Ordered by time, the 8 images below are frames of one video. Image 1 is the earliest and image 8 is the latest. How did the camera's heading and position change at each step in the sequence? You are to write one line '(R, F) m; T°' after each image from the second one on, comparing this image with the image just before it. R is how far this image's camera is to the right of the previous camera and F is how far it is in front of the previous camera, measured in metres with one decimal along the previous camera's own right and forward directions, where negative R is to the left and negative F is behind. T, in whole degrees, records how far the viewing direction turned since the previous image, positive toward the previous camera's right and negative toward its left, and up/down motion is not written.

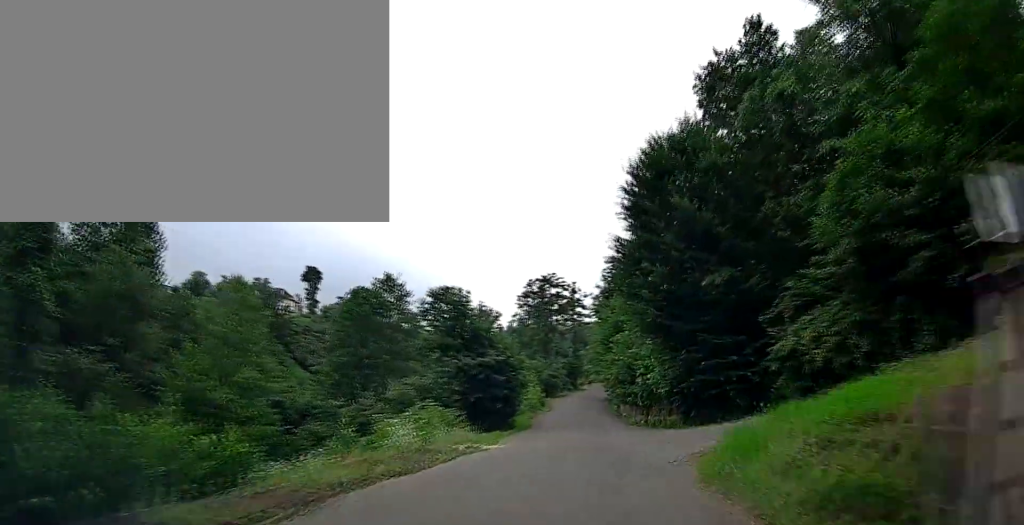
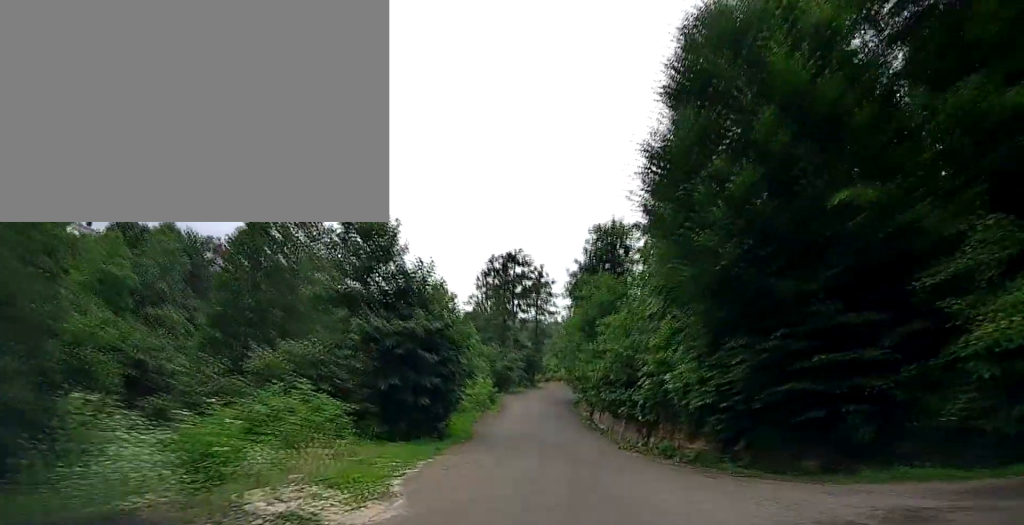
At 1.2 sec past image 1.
(+0.7, +11.4) m; +7°
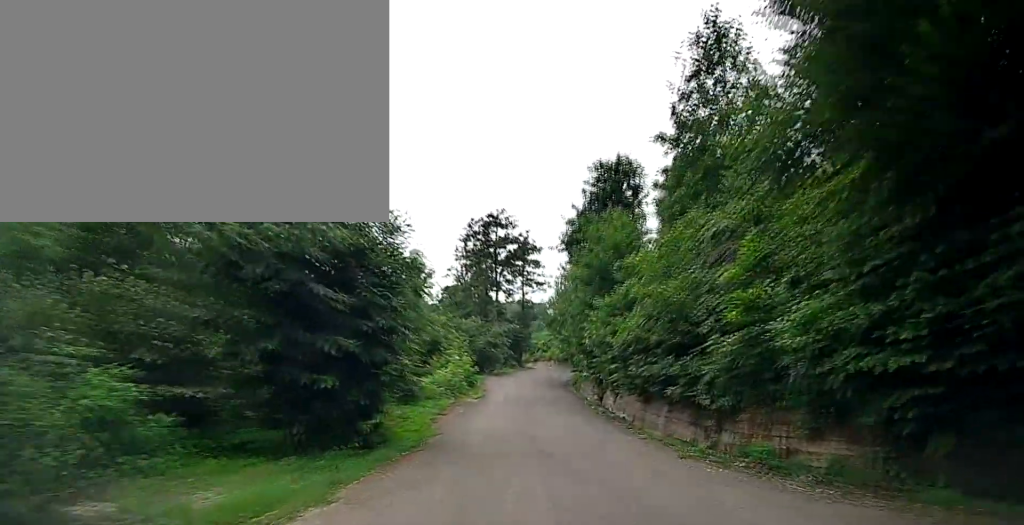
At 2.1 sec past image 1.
(+0.5, +9.0) m; +4°
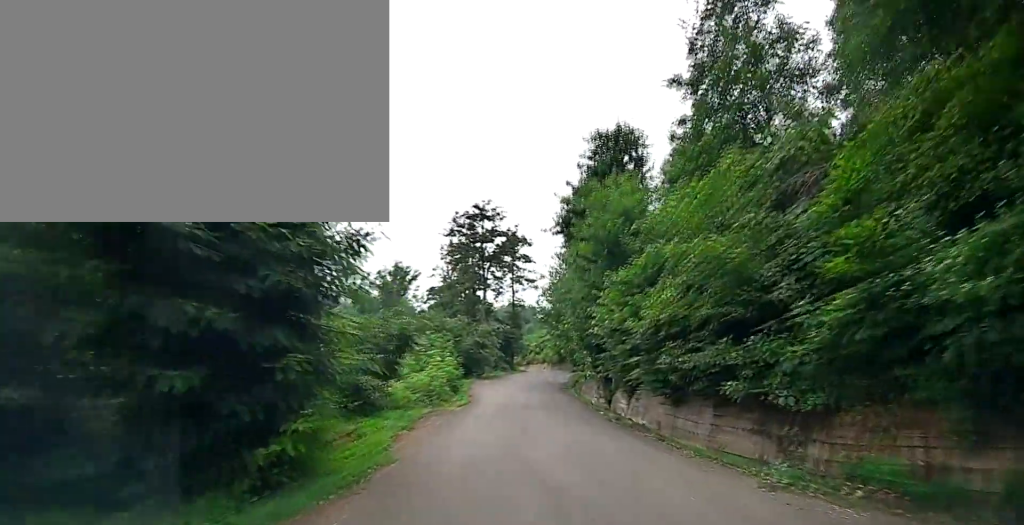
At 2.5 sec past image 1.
(0.0, +4.5) m; +1°
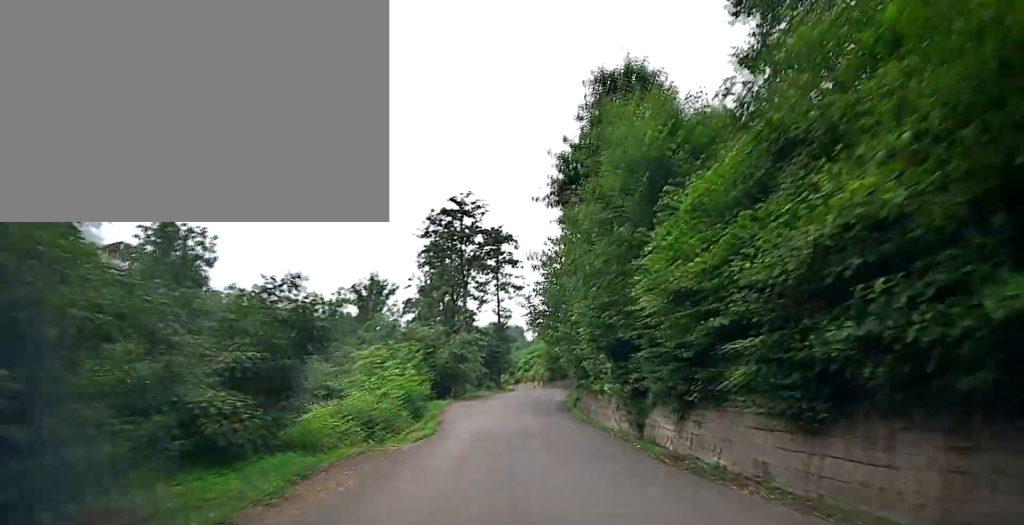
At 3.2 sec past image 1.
(+0.1, +7.5) m; +1°
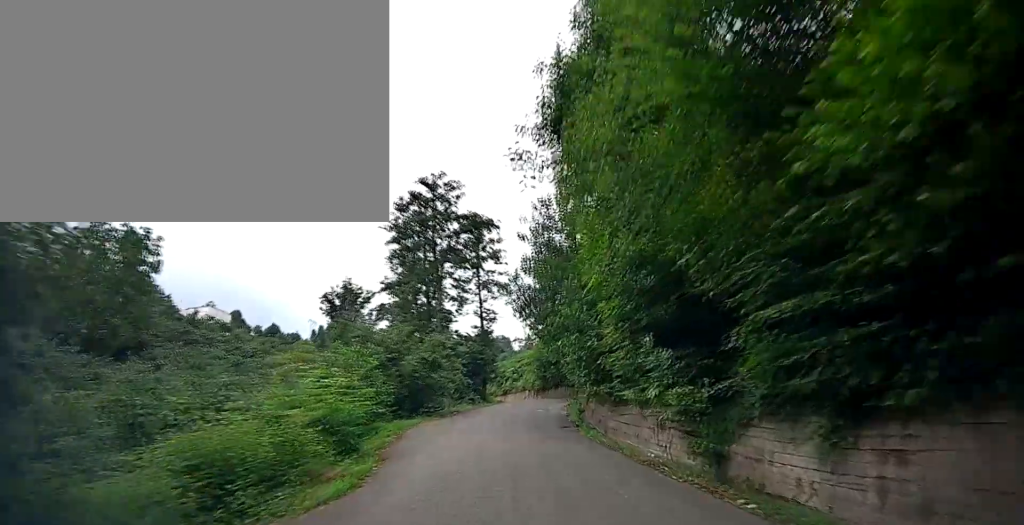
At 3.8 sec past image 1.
(+0.1, +7.0) m; 0°
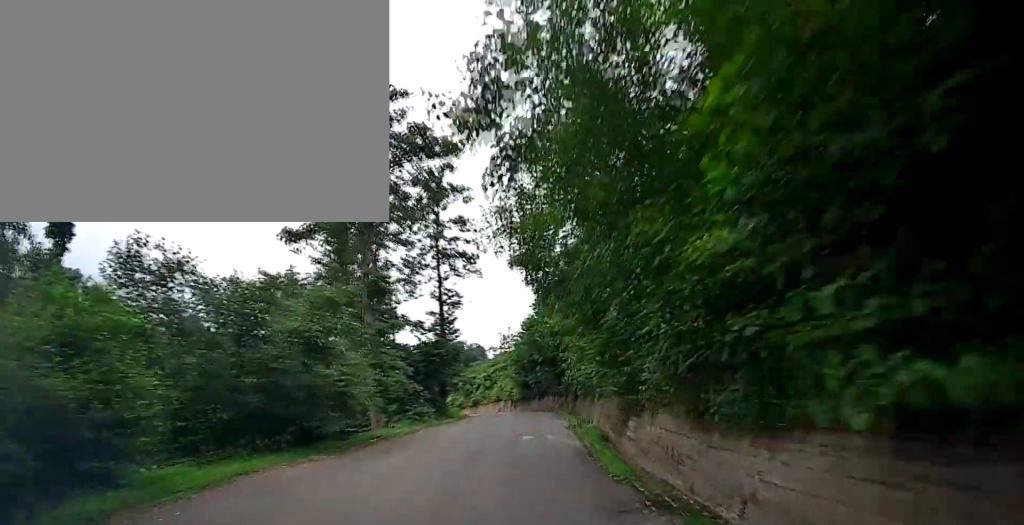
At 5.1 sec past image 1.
(0.0, +13.7) m; +1°
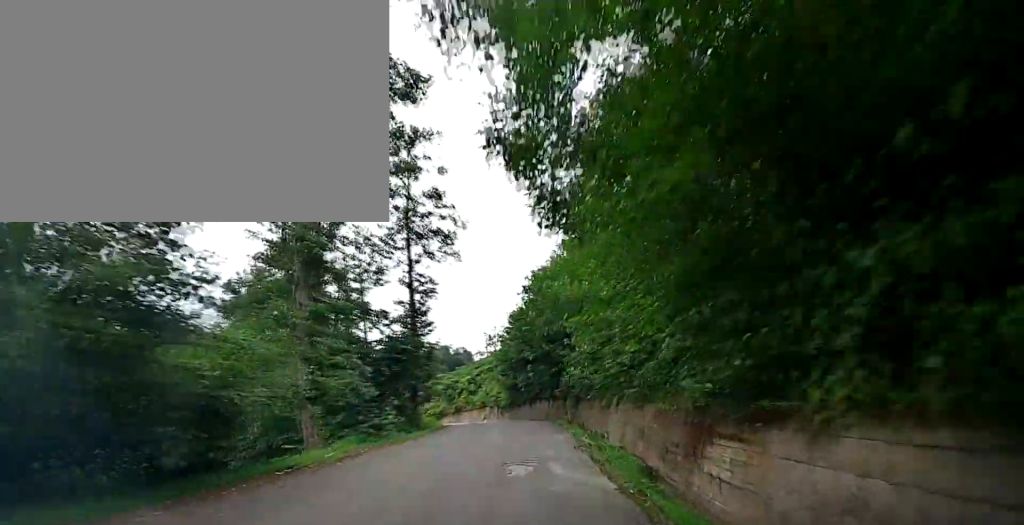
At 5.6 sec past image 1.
(0.0, +6.2) m; +1°
